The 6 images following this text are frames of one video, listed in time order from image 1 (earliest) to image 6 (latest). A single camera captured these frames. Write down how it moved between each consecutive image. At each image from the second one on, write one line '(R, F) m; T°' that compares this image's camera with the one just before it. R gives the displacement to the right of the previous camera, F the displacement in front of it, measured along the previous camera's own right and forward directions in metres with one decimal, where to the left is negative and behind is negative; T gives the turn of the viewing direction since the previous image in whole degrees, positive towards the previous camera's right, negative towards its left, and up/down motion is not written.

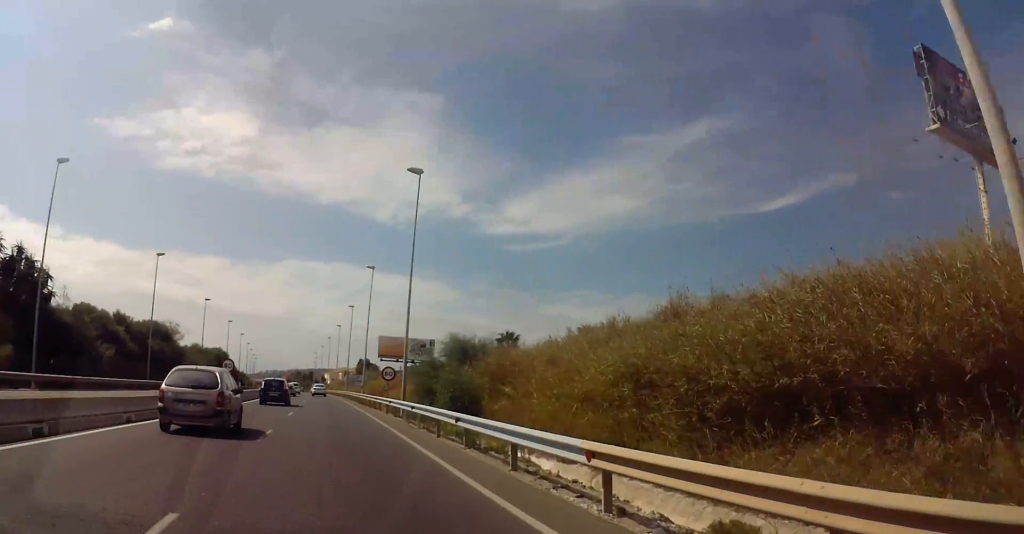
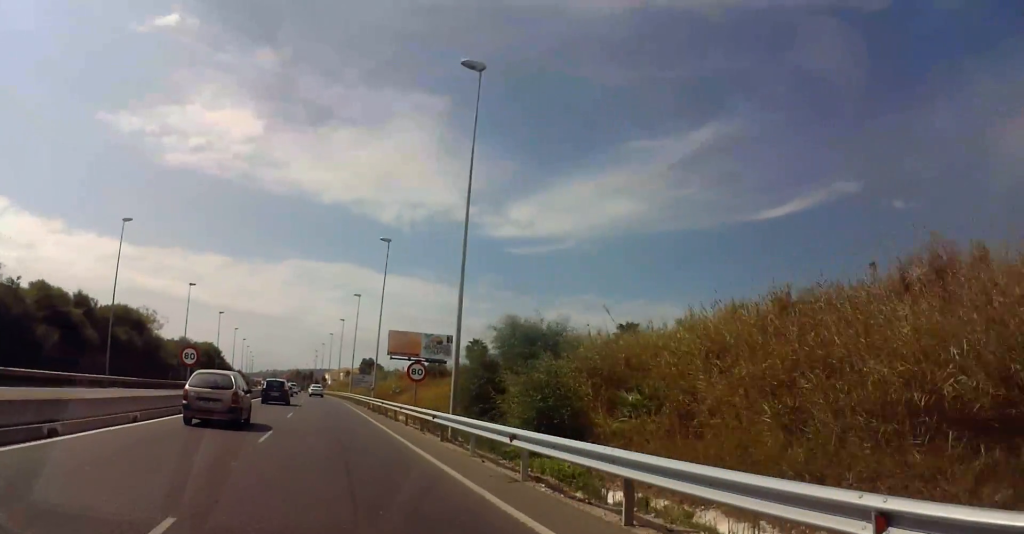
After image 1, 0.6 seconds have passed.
(-0.1, +12.1) m; -1°
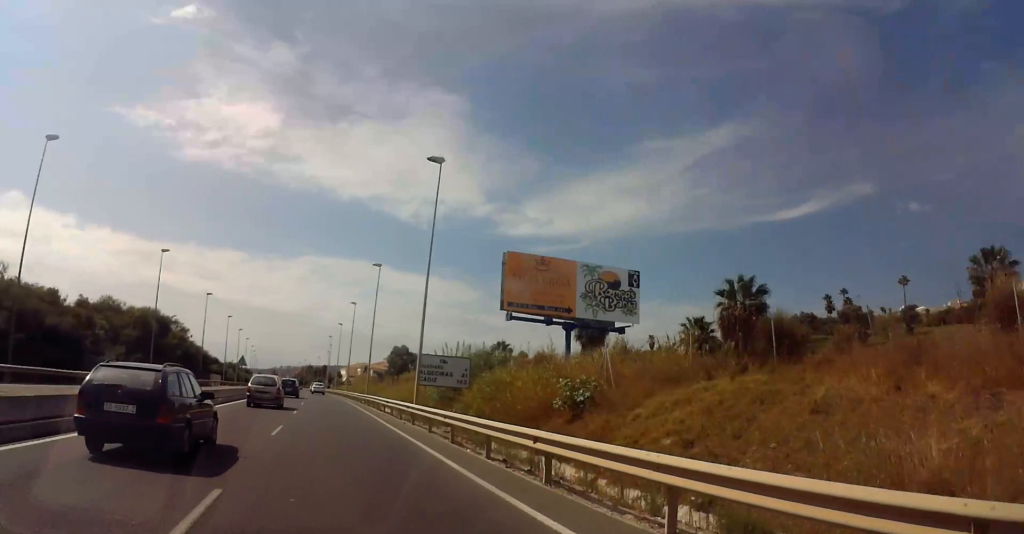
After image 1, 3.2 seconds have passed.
(-1.3, +48.8) m; -2°
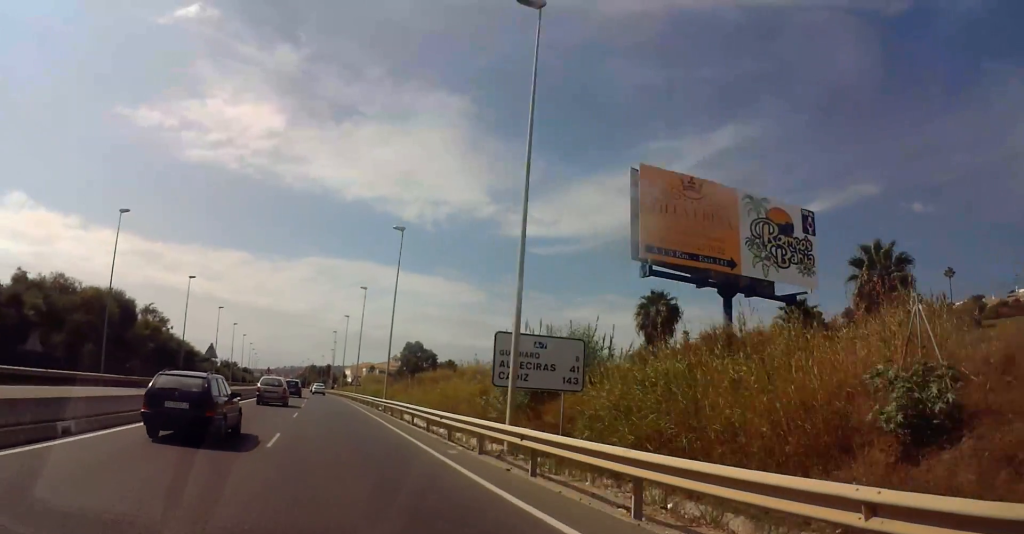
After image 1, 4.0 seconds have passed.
(+0.2, +14.9) m; 0°
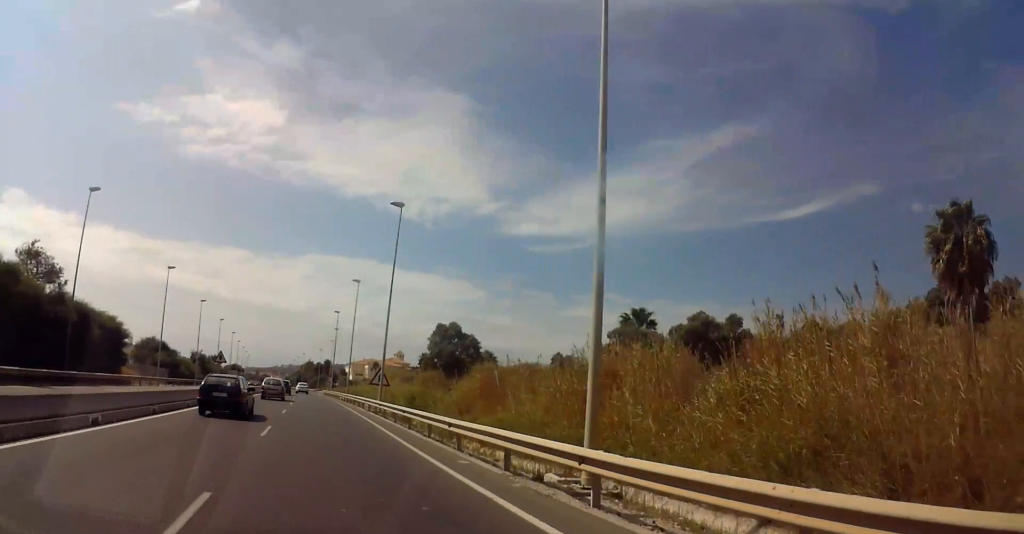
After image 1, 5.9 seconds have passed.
(-0.4, +35.7) m; -1°
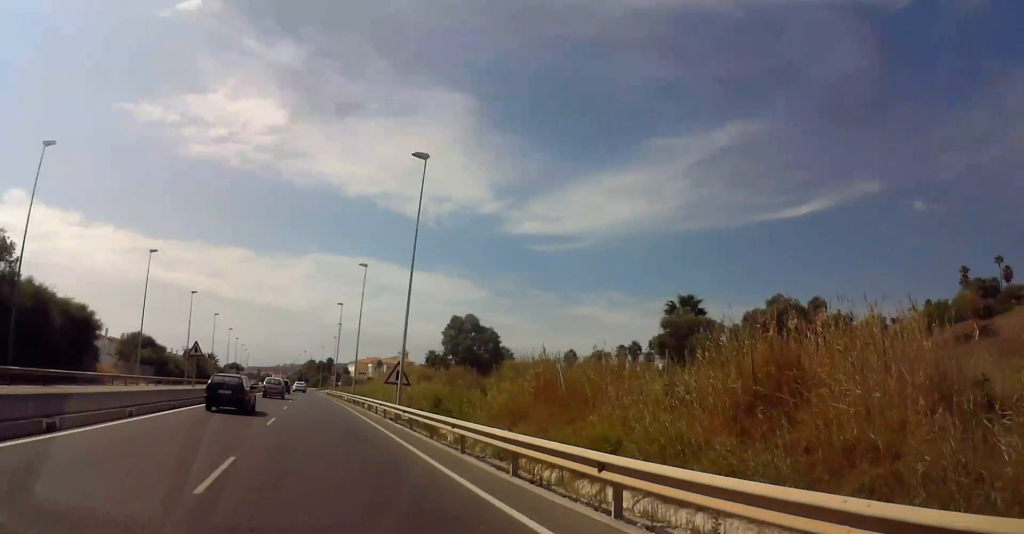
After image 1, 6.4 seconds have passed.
(0.0, +9.2) m; 0°
